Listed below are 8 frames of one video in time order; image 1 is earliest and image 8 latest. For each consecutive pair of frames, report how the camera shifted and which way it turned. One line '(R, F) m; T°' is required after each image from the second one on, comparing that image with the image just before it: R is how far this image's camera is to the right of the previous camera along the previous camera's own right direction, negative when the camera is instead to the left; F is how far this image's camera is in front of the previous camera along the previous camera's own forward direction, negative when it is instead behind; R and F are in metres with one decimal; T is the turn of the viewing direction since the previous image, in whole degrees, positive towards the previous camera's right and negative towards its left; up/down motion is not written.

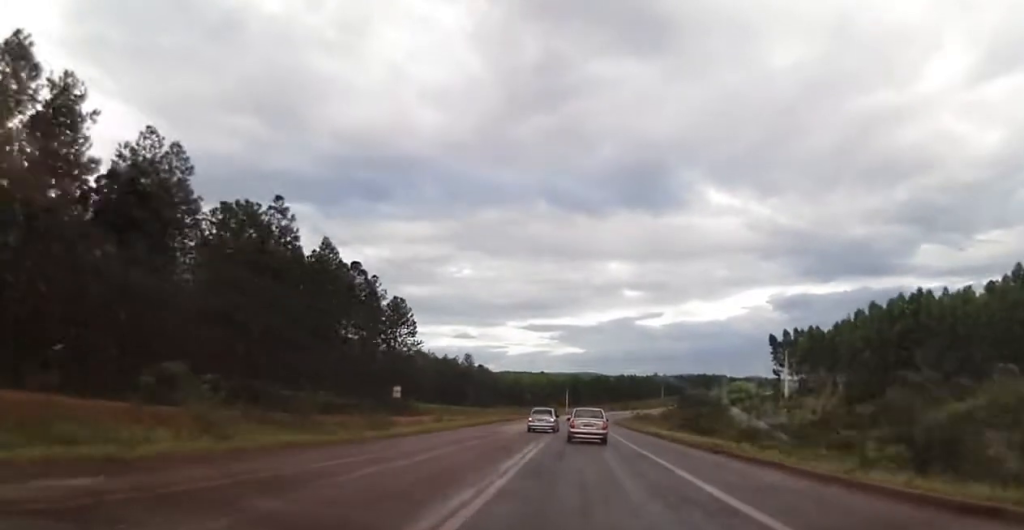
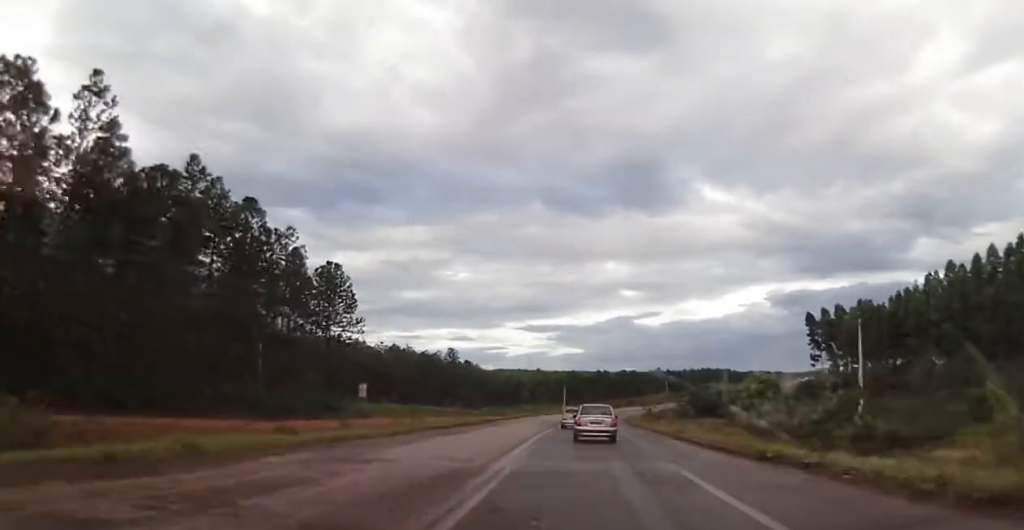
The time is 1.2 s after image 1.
(0.0, +27.1) m; 0°
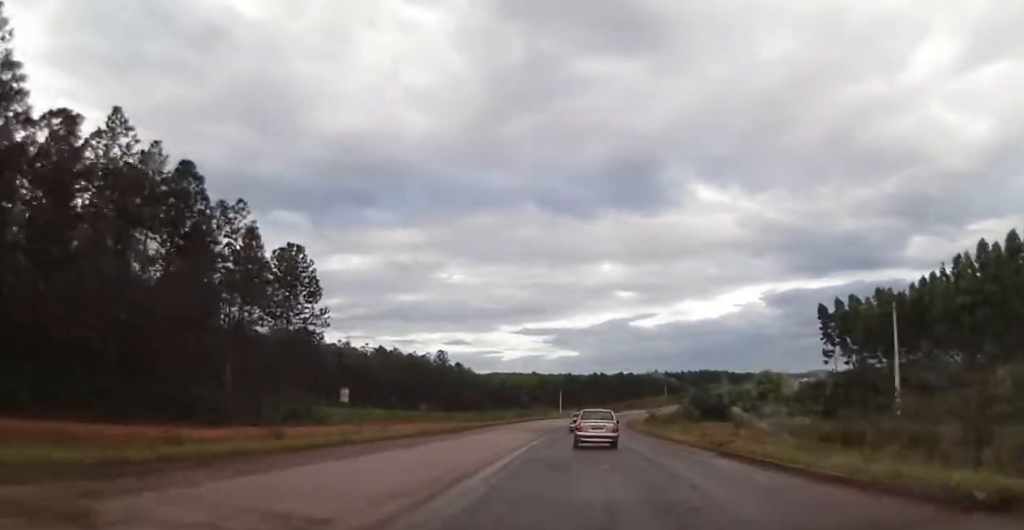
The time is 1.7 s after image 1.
(0.0, +9.4) m; 0°
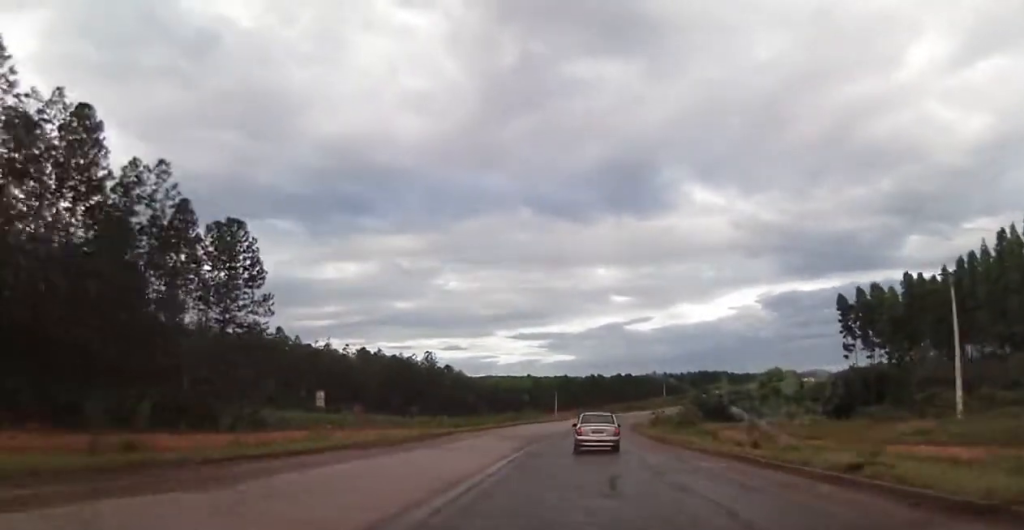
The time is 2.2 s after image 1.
(0.0, +11.6) m; 0°
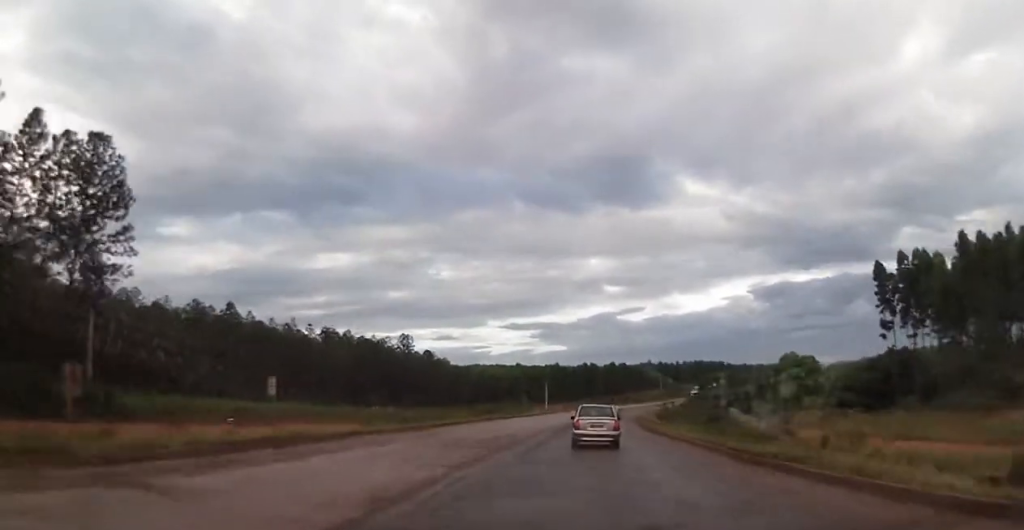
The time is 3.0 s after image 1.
(0.0, +18.2) m; 0°
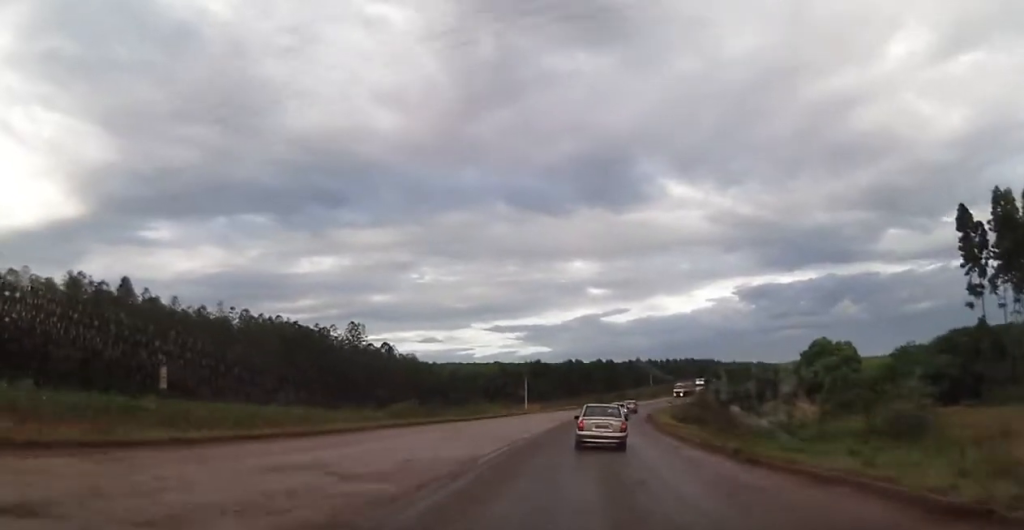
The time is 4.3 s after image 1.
(+0.4, +28.0) m; +2°
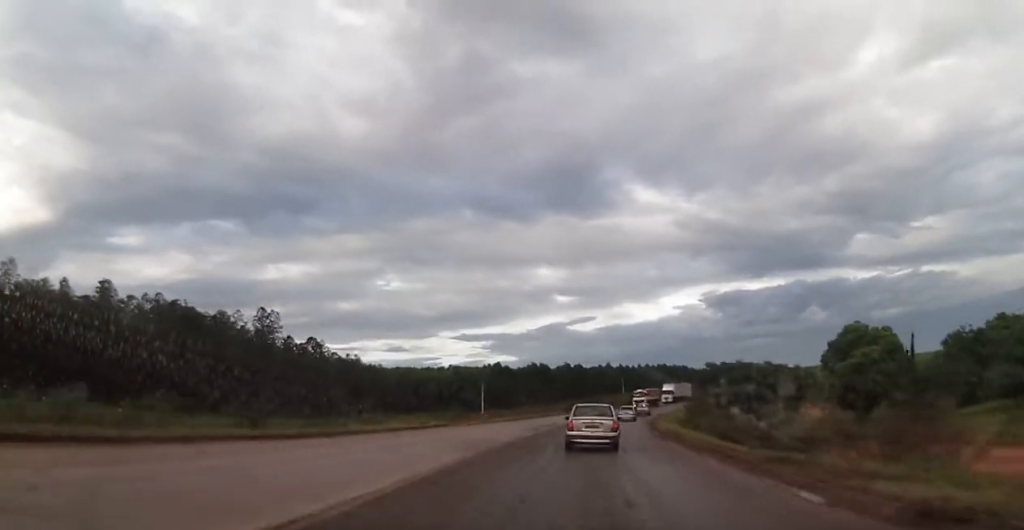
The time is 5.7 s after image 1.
(+0.5, +28.3) m; +1°
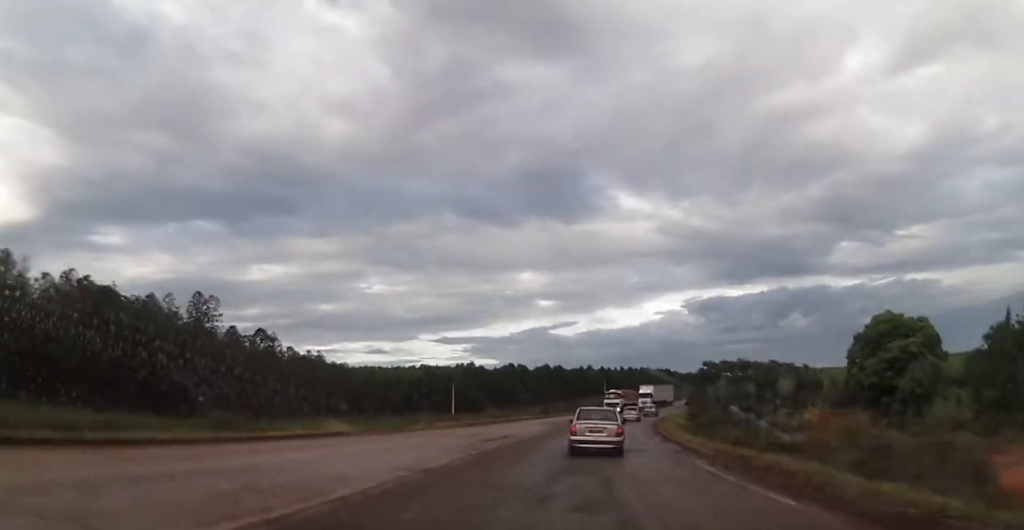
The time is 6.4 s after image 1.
(0.0, +15.4) m; +1°
